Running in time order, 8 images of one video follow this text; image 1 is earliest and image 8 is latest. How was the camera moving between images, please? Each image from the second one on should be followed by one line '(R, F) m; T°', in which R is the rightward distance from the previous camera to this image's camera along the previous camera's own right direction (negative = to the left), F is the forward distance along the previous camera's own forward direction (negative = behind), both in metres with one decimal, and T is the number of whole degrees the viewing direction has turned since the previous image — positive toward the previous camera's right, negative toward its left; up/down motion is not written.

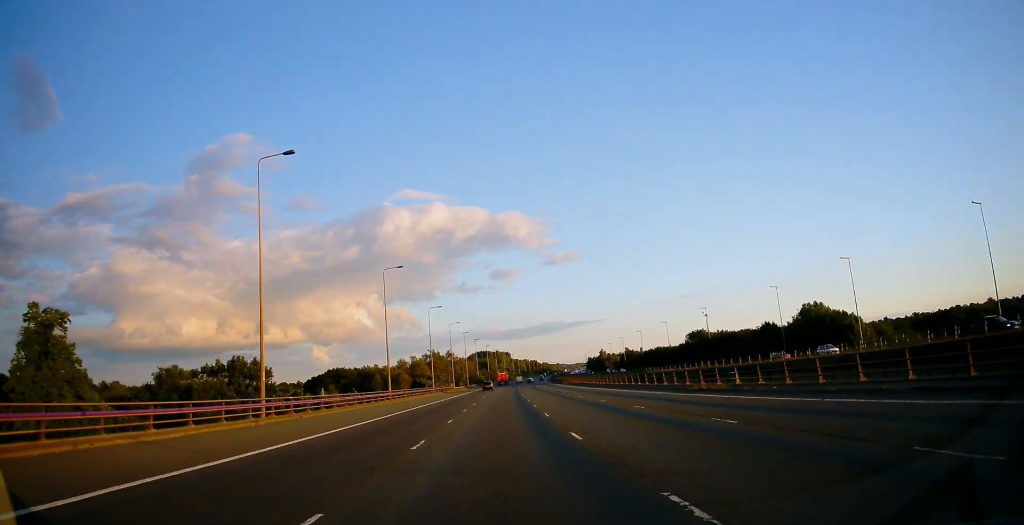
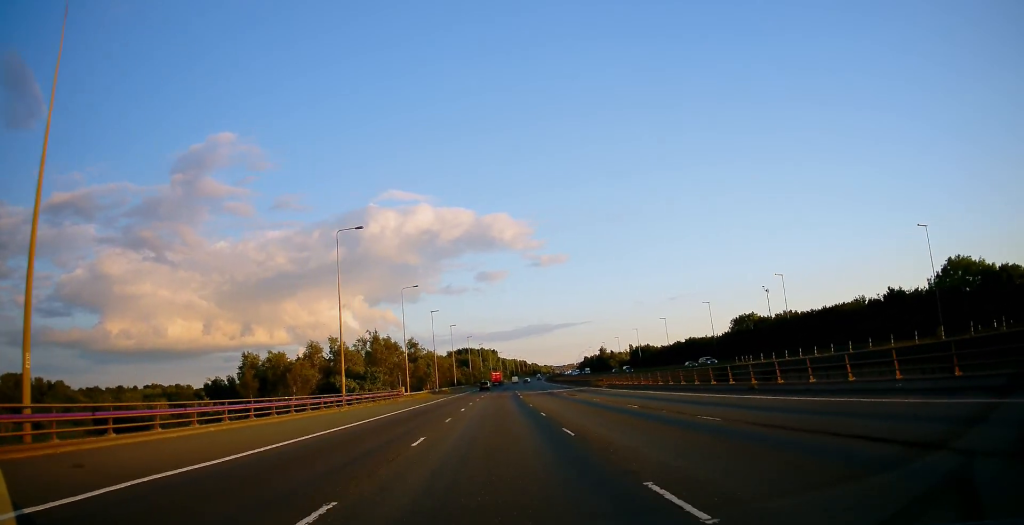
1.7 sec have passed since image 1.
(+0.5, +53.6) m; 0°
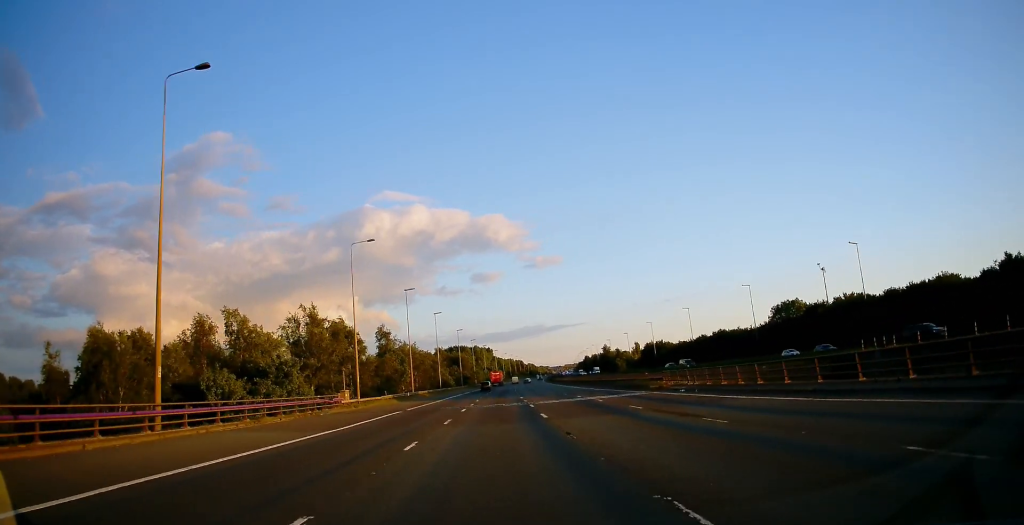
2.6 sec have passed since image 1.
(0.0, +27.7) m; 0°
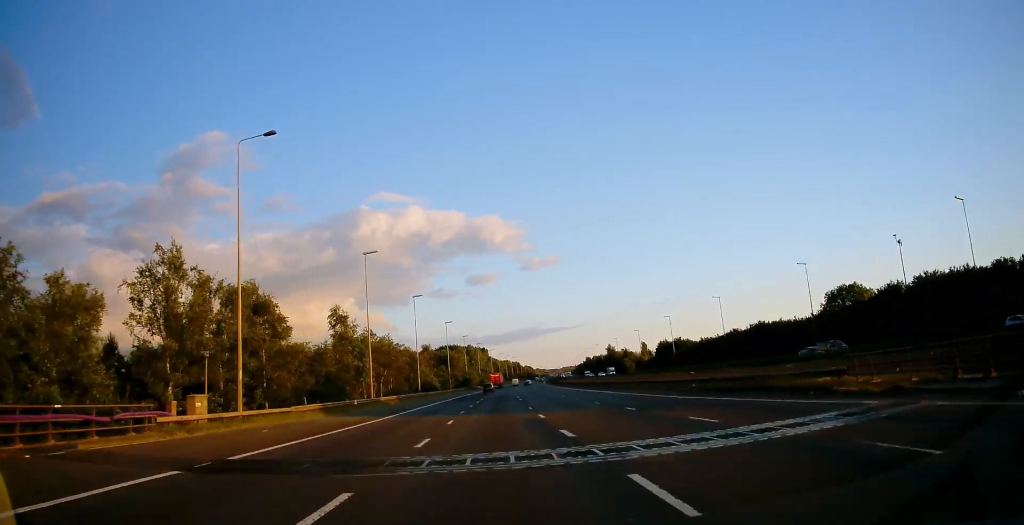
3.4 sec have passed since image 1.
(+0.1, +25.5) m; +1°
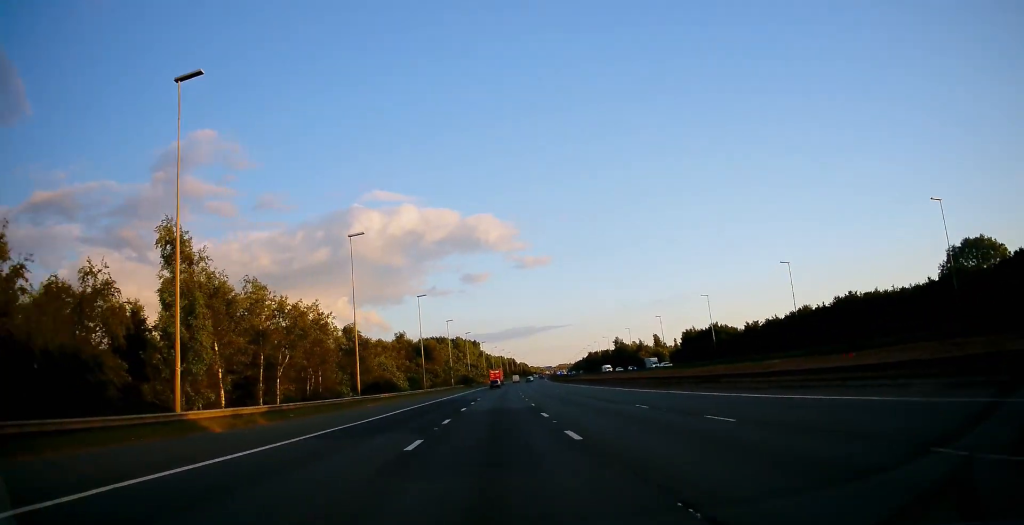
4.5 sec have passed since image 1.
(+0.4, +37.2) m; +1°
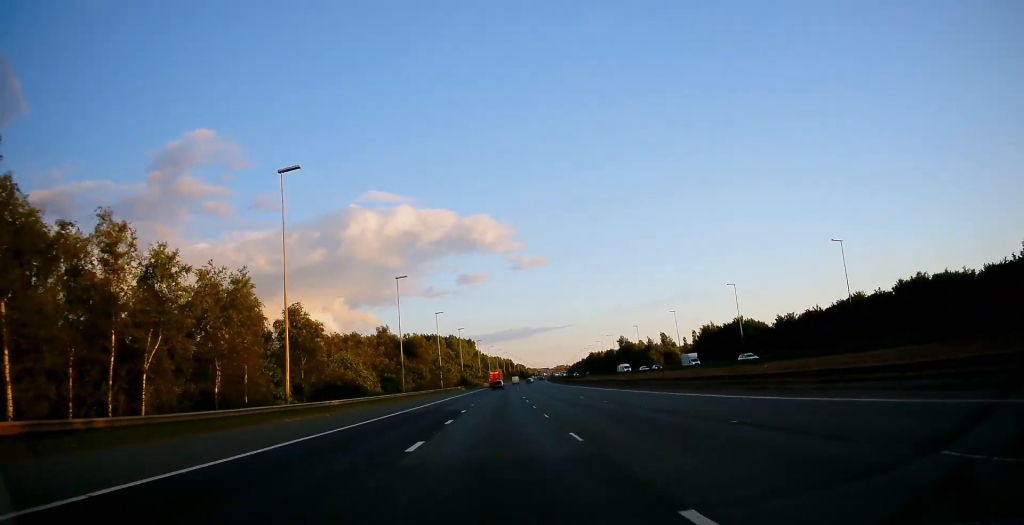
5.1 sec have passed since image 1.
(+0.1, +17.4) m; 0°
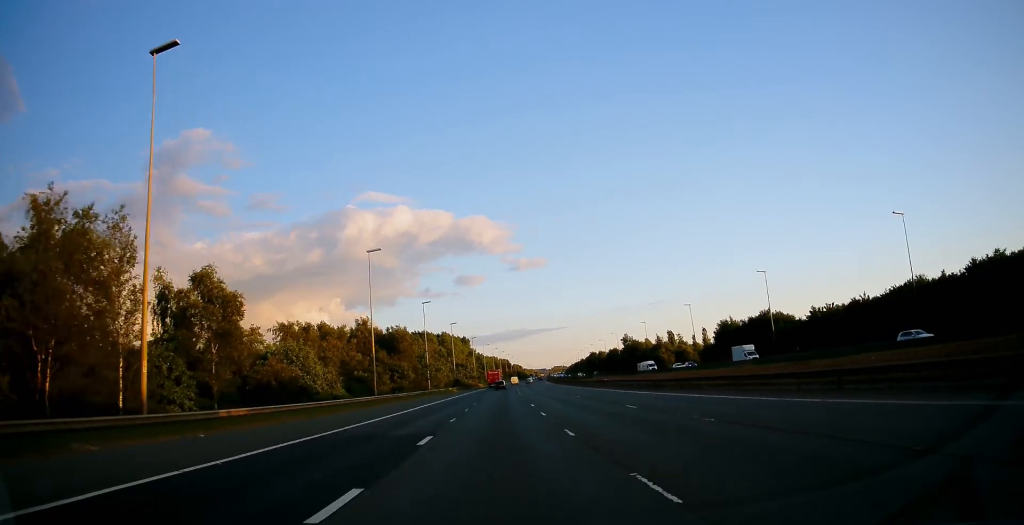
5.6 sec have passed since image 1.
(0.0, +16.3) m; 0°
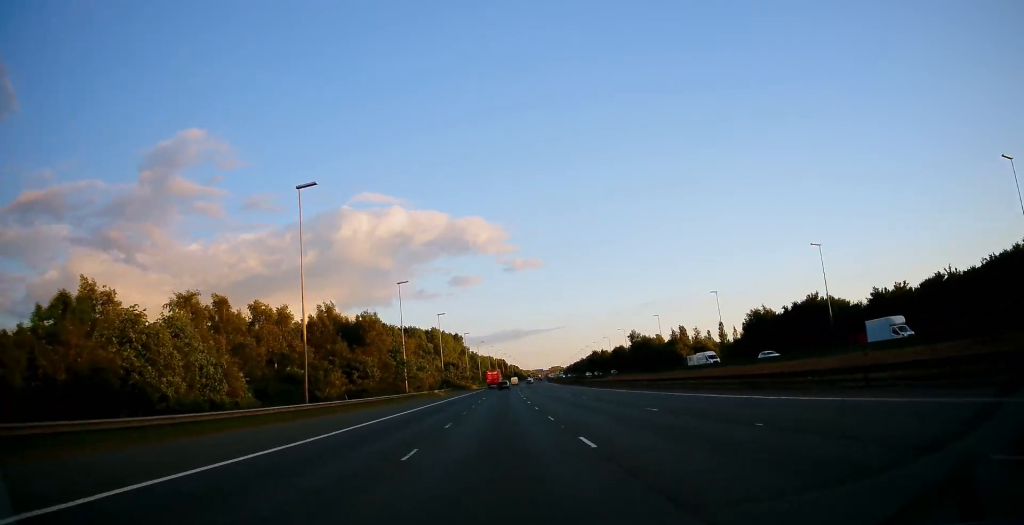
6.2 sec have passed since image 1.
(0.0, +20.5) m; 0°
